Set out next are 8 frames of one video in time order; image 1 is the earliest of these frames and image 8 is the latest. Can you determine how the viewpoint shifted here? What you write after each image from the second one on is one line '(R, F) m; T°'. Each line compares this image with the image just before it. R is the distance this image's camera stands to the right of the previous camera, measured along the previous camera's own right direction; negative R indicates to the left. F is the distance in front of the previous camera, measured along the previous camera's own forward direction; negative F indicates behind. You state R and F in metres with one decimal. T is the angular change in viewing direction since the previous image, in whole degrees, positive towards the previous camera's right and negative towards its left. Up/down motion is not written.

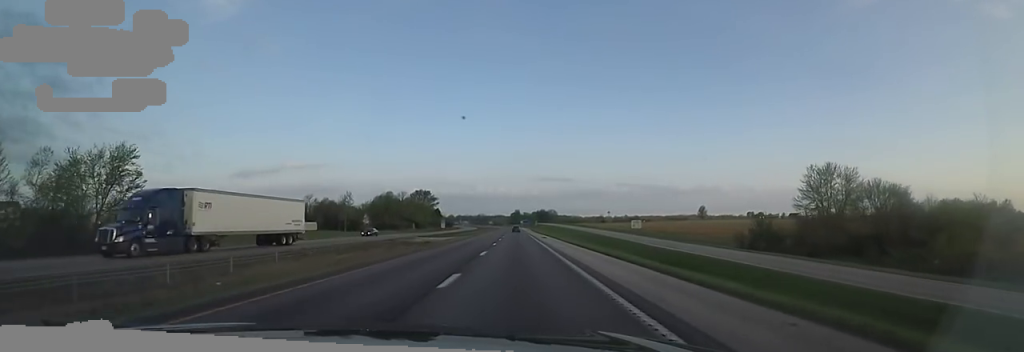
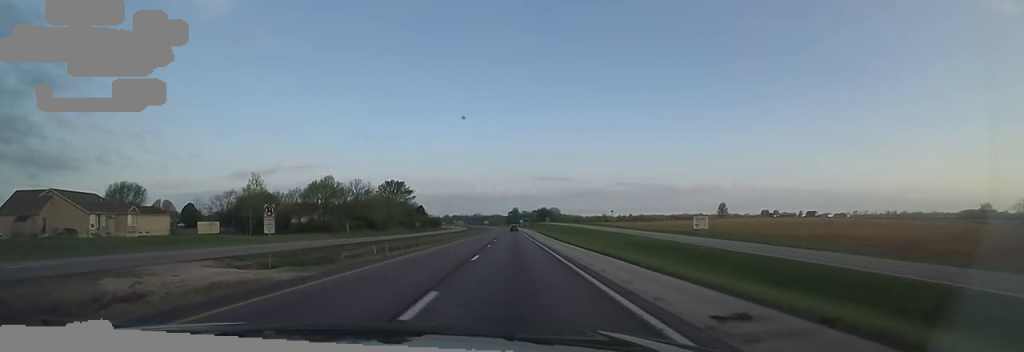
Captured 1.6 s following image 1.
(-0.6, +53.6) m; +2°
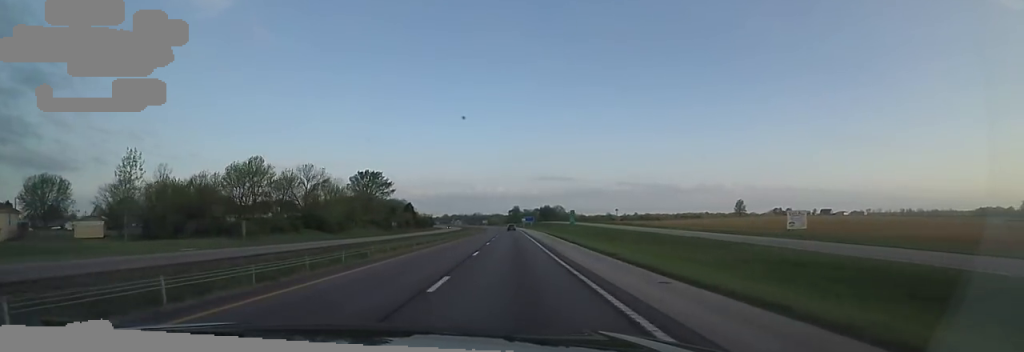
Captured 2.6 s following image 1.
(+0.8, +33.1) m; 0°
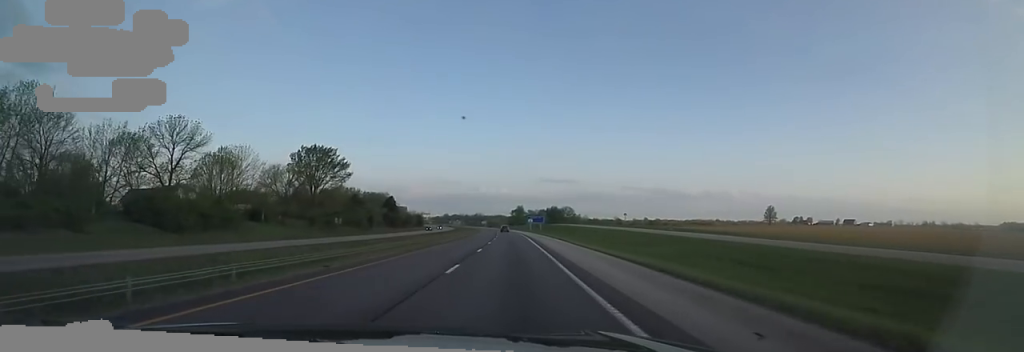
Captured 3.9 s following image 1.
(-1.3, +43.8) m; -2°
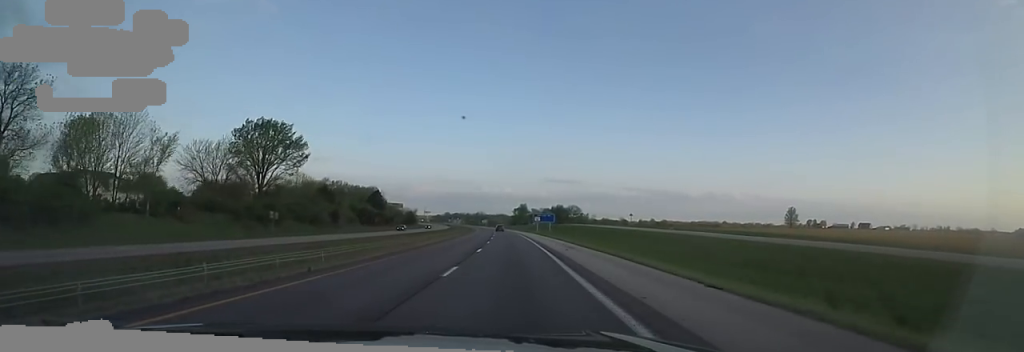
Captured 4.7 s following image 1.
(-0.2, +25.0) m; 0°
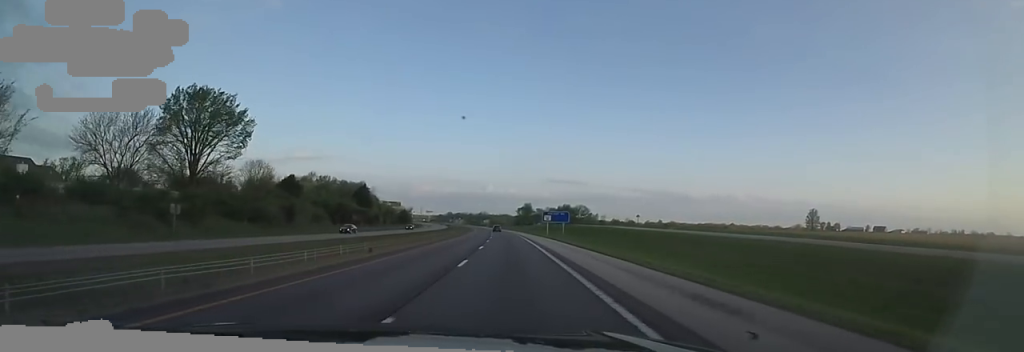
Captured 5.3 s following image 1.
(+0.3, +20.9) m; -1°
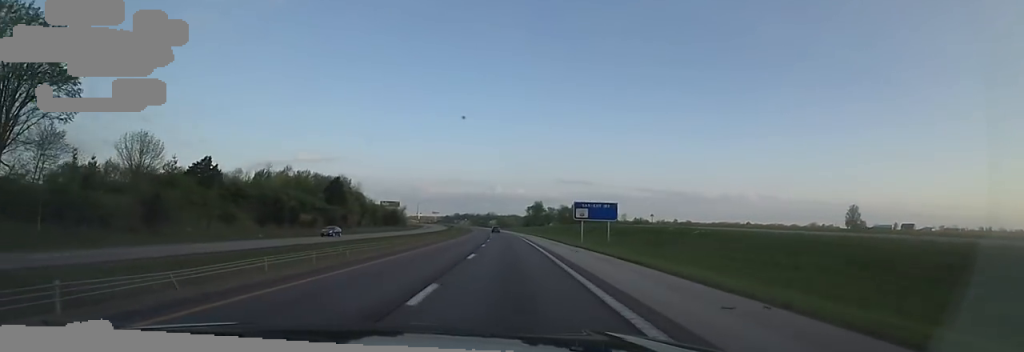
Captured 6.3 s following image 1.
(-0.7, +31.9) m; 0°
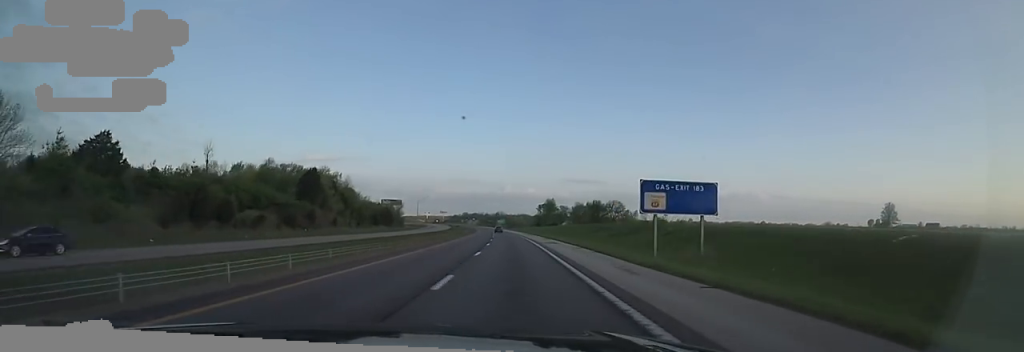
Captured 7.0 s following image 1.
(+0.1, +22.2) m; 0°
